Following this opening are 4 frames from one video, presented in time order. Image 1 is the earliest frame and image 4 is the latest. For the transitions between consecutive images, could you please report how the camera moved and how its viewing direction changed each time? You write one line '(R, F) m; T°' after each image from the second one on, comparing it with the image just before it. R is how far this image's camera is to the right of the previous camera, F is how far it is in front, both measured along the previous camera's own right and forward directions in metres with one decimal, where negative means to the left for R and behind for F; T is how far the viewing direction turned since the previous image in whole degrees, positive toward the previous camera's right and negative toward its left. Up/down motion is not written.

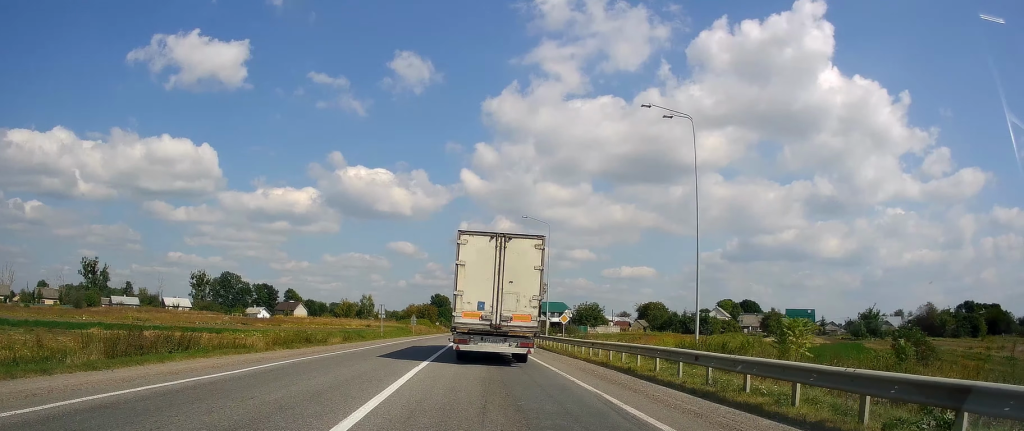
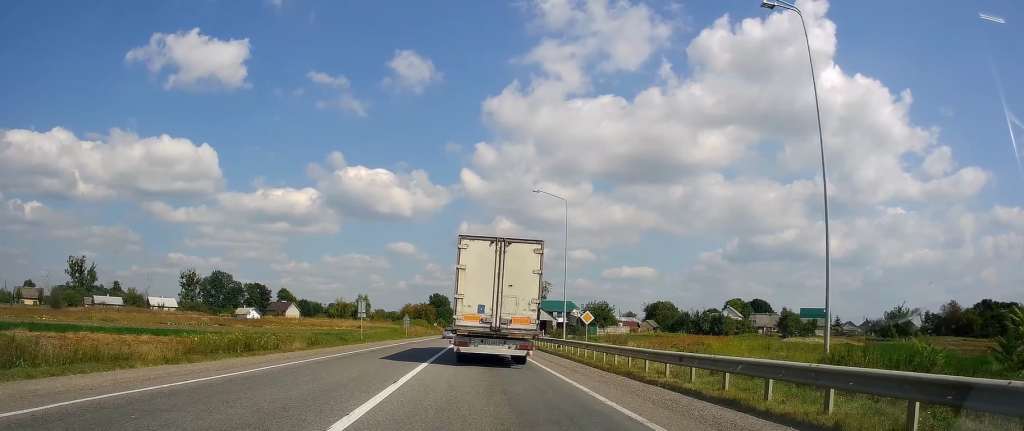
(+0.7, +10.7) m; -1°
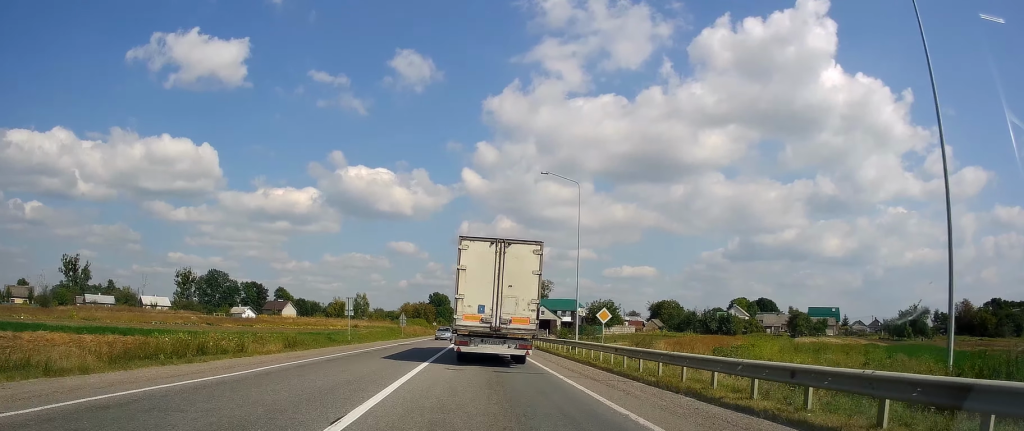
(-0.2, +4.9) m; -1°
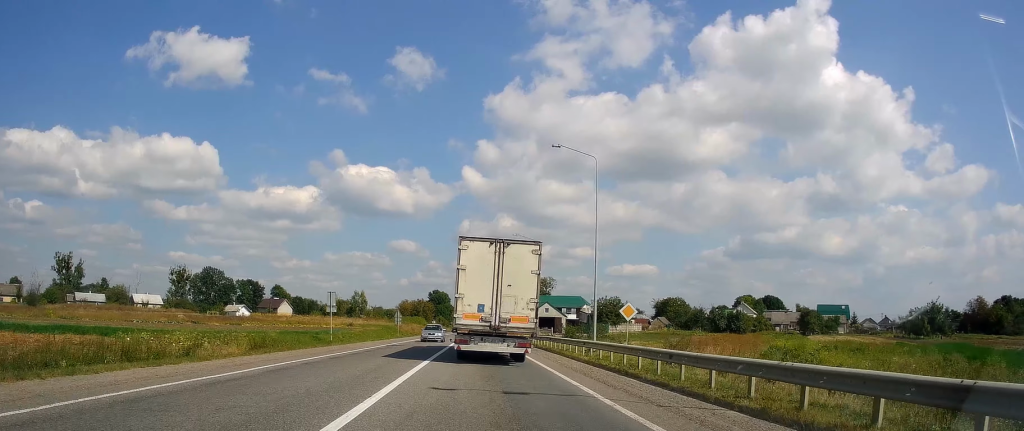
(-0.4, +6.1) m; -2°
